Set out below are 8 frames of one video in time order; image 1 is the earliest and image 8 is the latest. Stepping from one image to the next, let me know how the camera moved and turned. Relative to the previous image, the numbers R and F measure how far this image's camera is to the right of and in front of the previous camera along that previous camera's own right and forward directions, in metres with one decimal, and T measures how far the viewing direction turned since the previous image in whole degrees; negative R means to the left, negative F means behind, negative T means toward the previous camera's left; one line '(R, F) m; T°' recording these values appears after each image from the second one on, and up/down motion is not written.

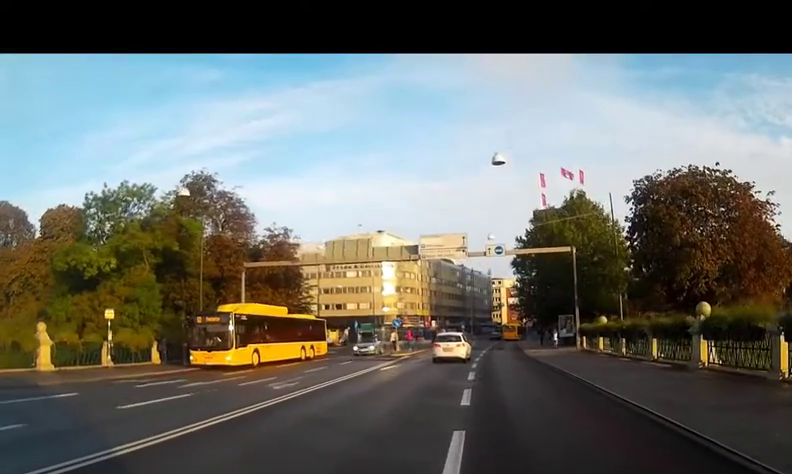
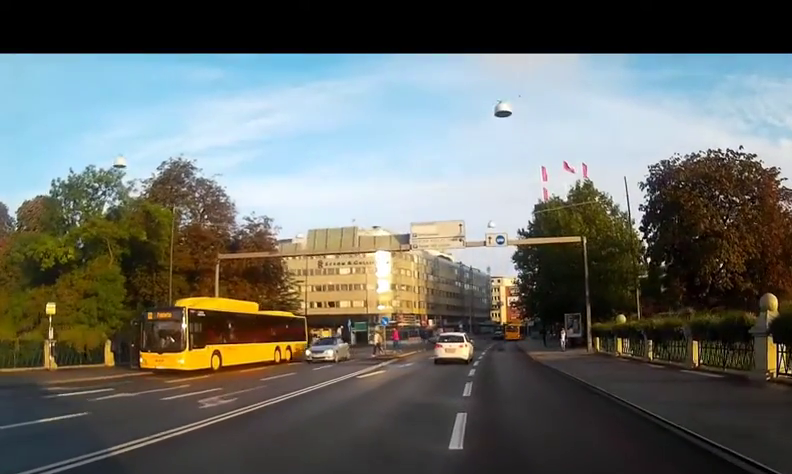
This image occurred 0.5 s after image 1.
(0.0, +4.0) m; +1°
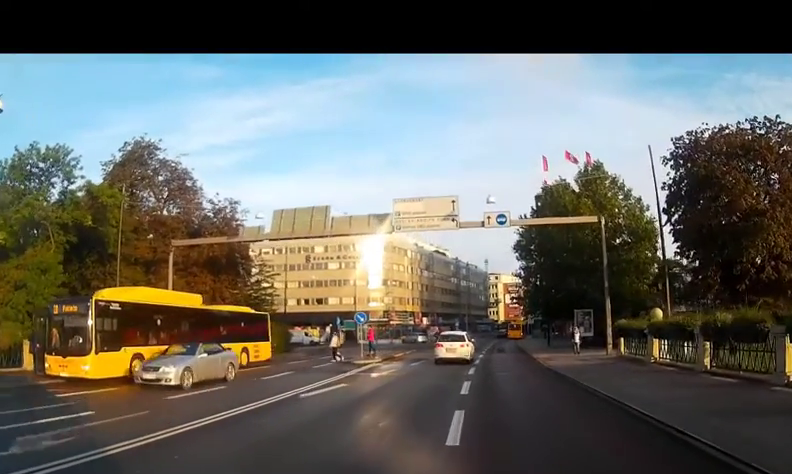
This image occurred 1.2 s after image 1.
(+0.1, +5.7) m; 0°
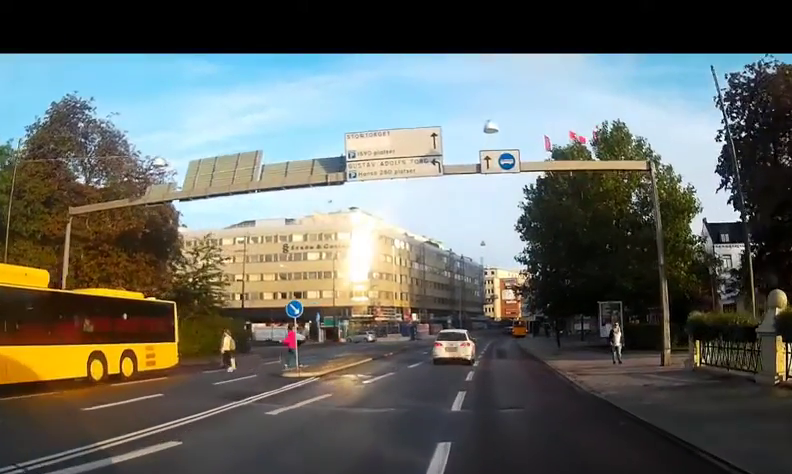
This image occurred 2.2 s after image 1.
(-0.1, +9.3) m; 0°
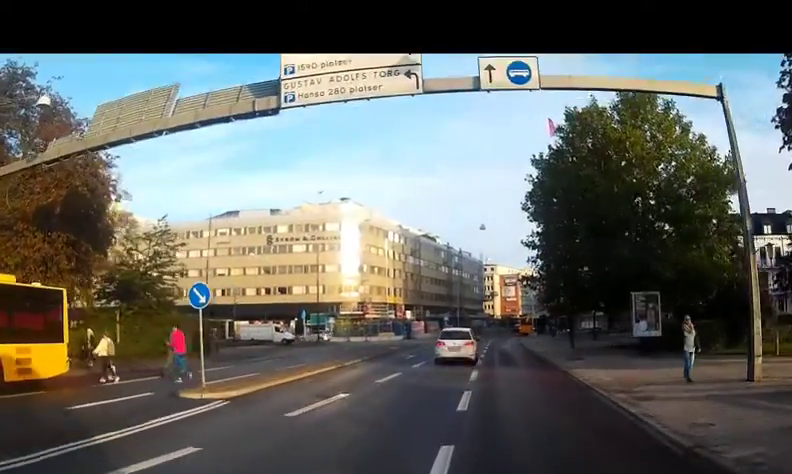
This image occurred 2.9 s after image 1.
(+0.1, +6.8) m; +1°
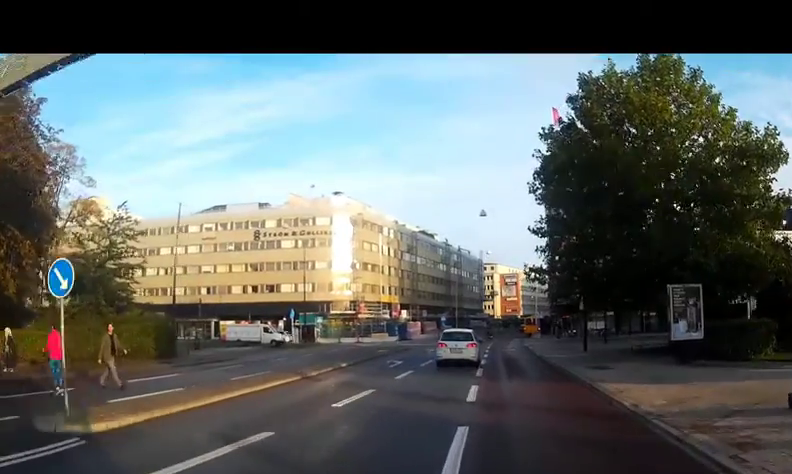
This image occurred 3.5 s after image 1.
(+0.1, +5.0) m; +1°
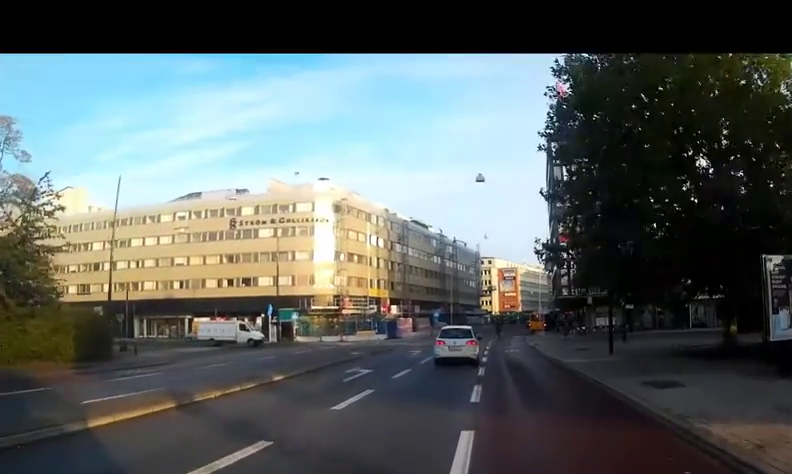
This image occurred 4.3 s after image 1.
(0.0, +7.3) m; +1°
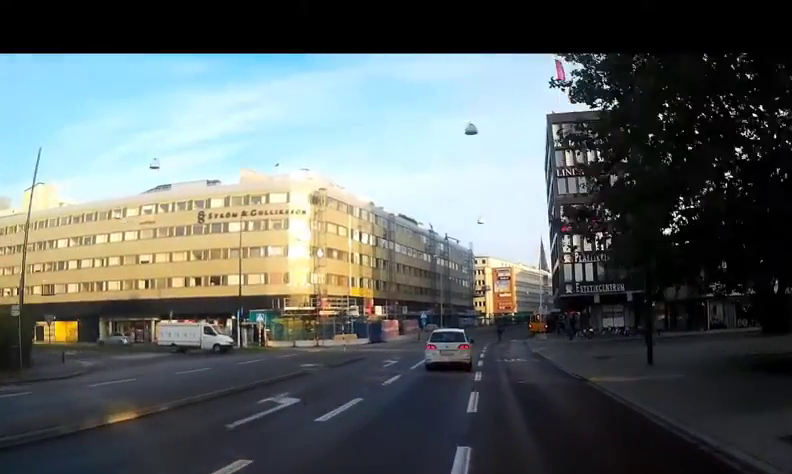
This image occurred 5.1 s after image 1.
(+0.1, +7.1) m; 0°
